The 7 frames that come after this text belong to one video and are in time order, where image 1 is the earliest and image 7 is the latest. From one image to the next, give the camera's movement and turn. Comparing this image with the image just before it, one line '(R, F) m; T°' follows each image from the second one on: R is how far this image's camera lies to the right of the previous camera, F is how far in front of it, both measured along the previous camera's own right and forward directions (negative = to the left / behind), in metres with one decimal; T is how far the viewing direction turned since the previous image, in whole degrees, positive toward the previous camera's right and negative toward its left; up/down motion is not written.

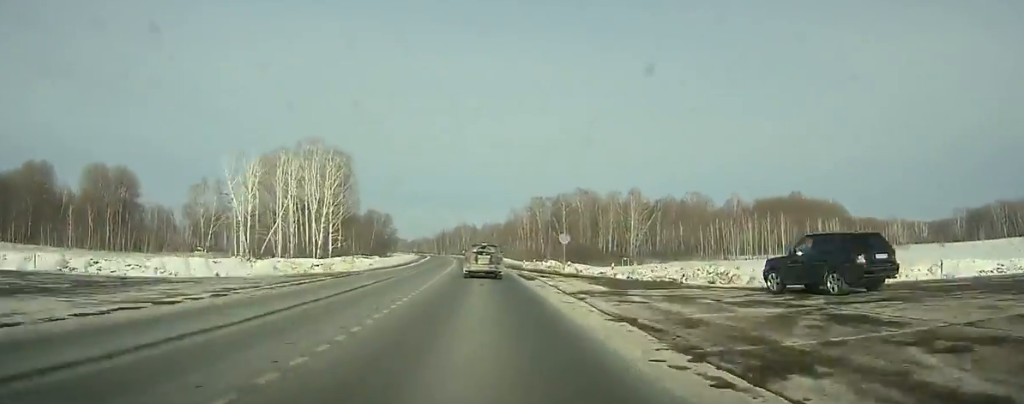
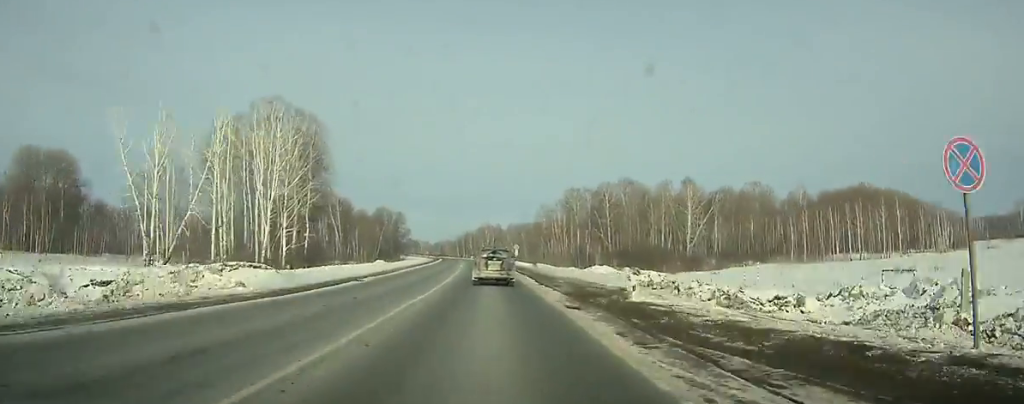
(-1.2, +36.9) m; -2°
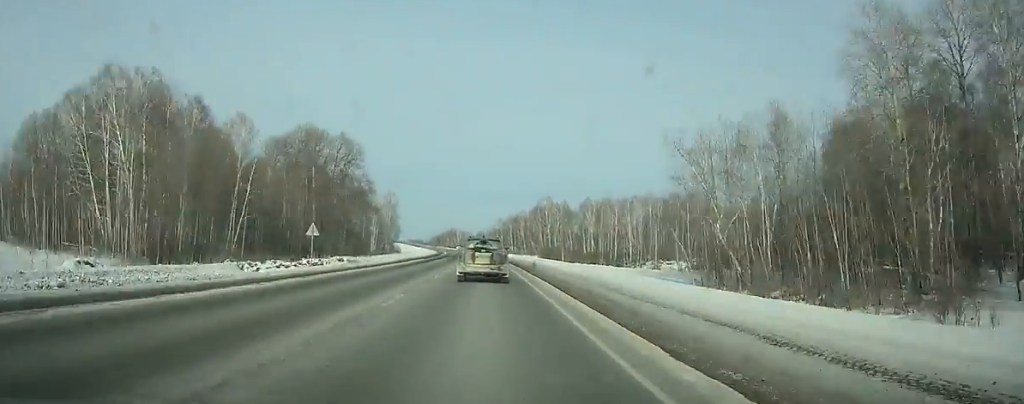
(-7.8, +164.8) m; -5°
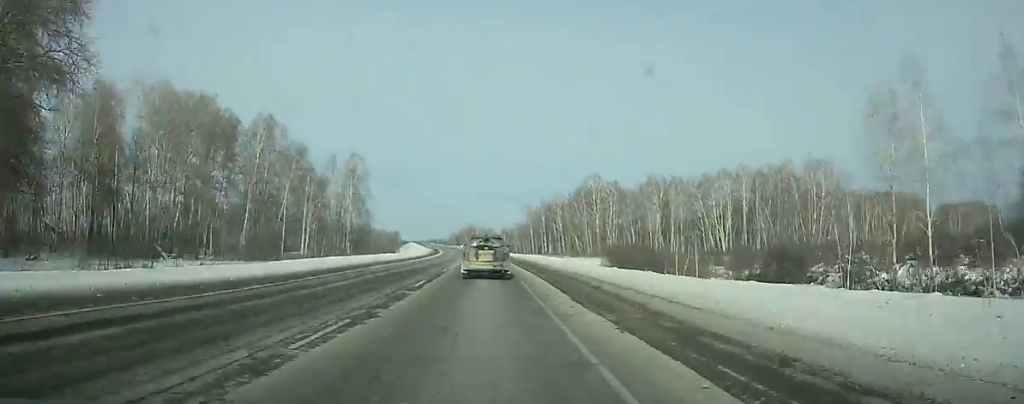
(-1.5, +82.3) m; -2°
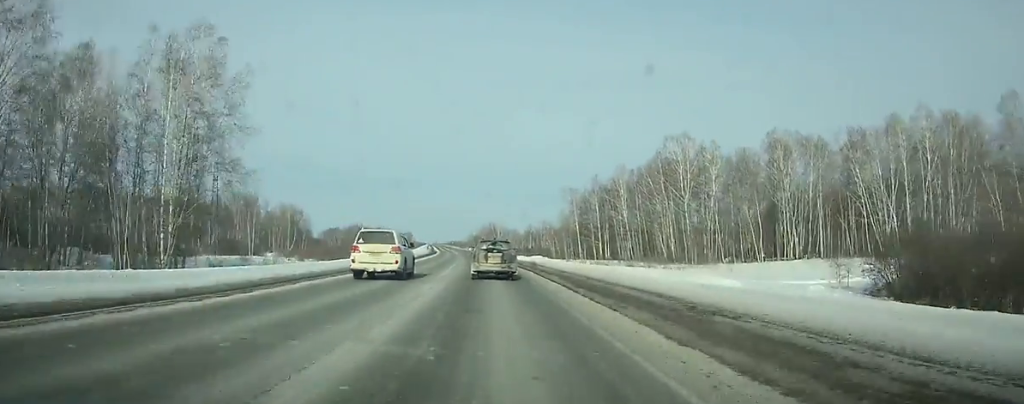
(-1.4, +75.9) m; -2°
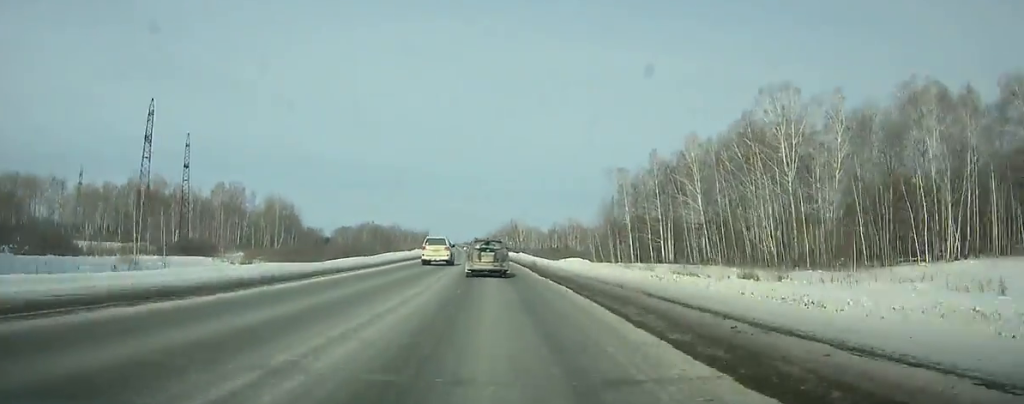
(-0.5, +39.1) m; -1°
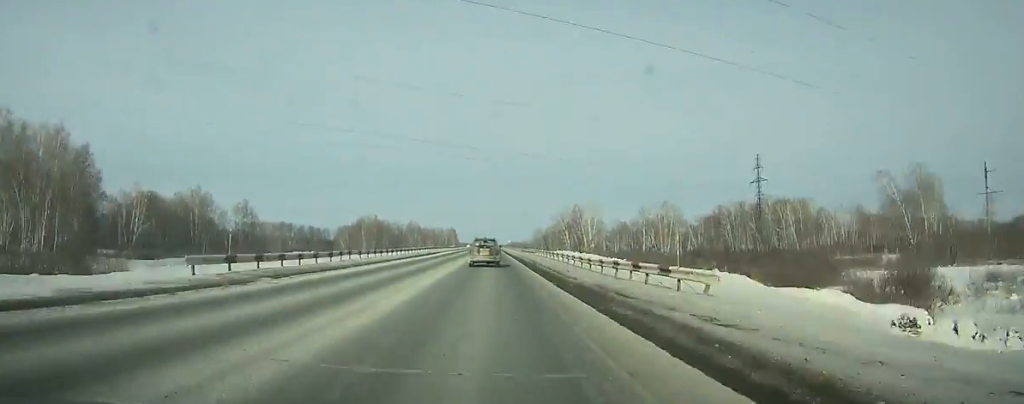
(-4.8, +144.8) m; -3°
